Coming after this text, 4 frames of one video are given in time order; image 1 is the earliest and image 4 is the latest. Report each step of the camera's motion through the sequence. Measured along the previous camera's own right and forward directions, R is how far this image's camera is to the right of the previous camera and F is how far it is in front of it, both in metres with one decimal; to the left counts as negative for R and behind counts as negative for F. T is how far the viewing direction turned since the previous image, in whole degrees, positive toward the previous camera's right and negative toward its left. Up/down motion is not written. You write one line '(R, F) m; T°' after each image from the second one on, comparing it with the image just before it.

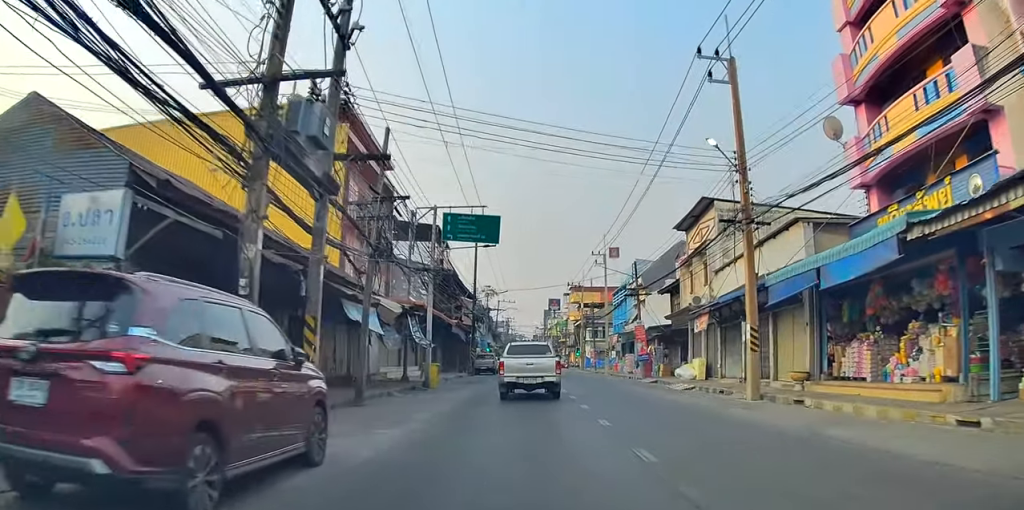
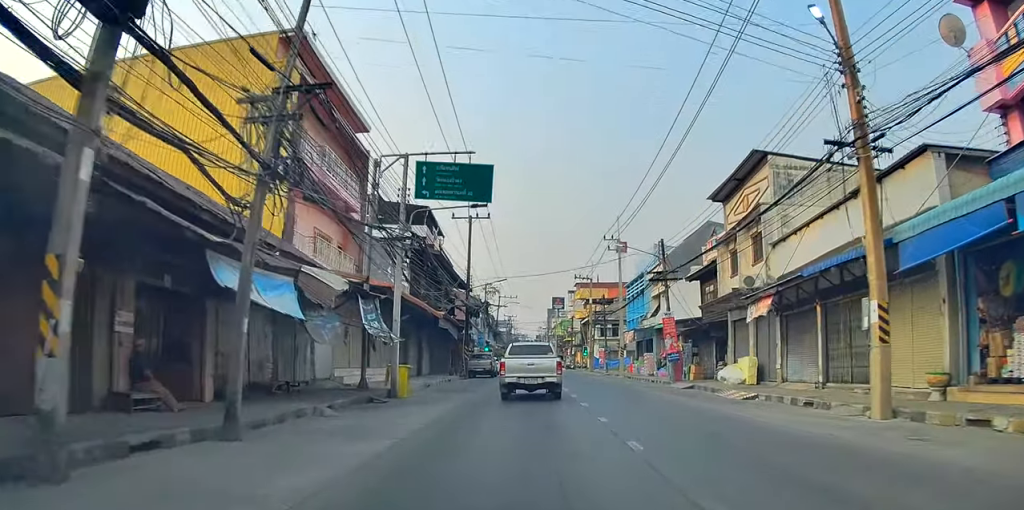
(+0.2, +8.0) m; 0°
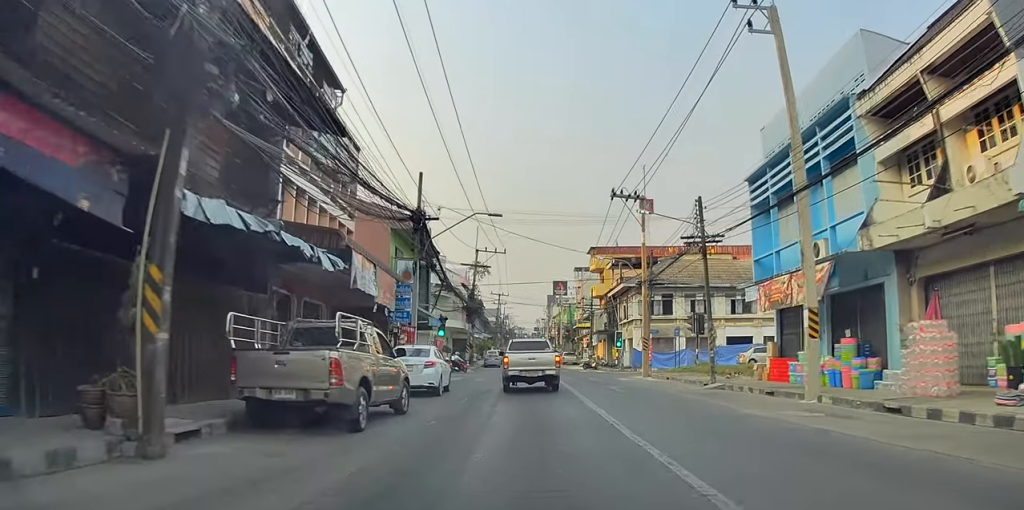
(+1.1, +36.5) m; +1°
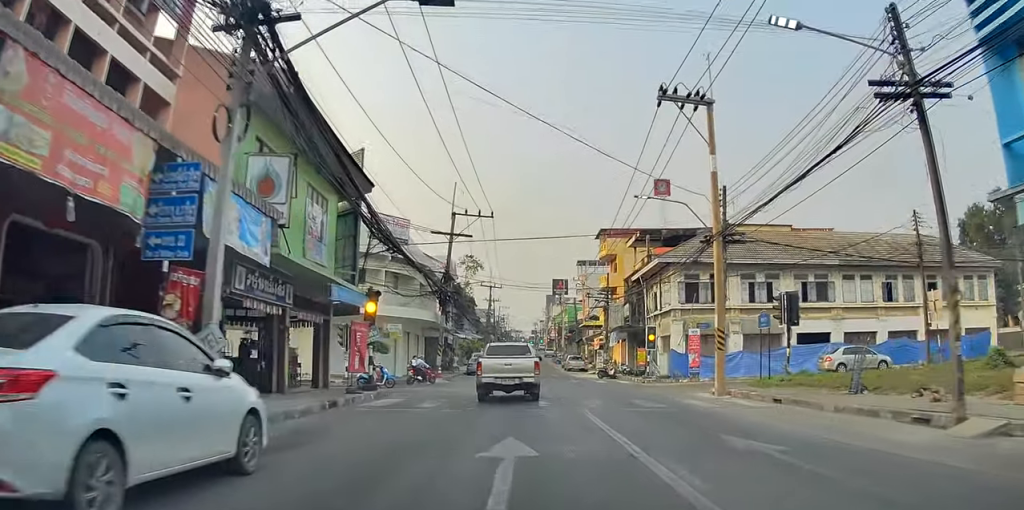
(-0.4, +15.4) m; +3°
